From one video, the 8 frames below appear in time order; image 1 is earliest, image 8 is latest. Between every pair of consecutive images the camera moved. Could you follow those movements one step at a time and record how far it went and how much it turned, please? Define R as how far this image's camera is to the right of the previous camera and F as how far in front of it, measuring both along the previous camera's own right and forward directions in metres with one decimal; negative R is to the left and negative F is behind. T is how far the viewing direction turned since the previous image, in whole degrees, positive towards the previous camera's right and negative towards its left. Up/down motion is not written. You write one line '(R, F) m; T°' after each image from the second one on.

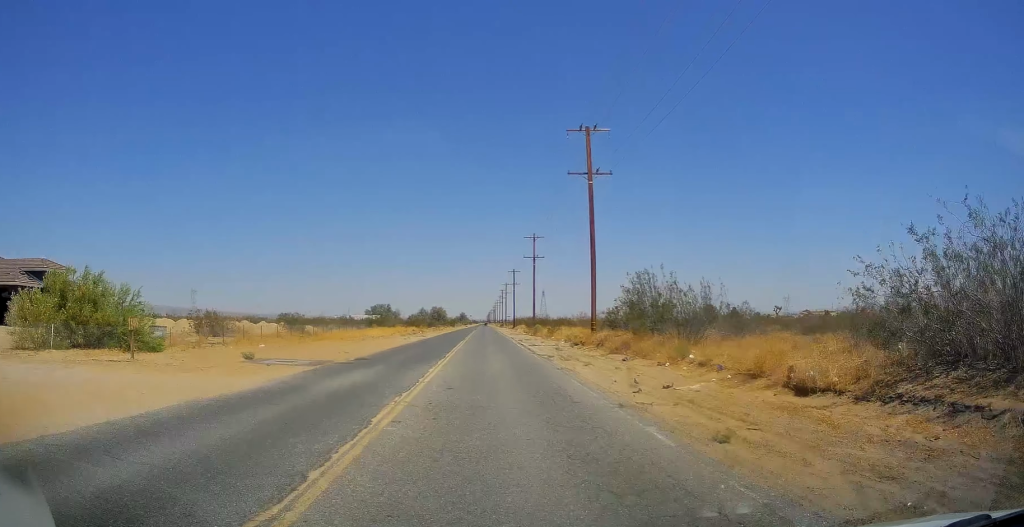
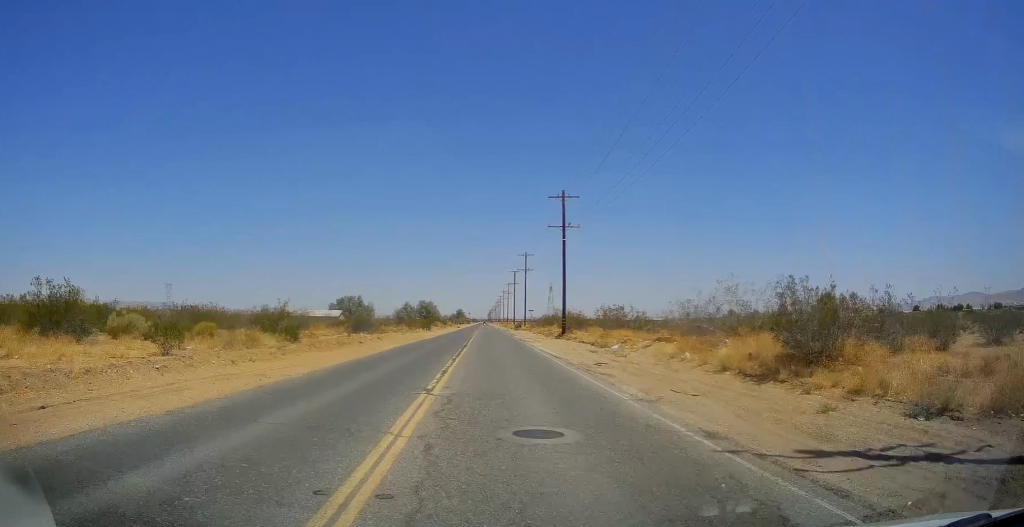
(0.0, +87.3) m; 0°
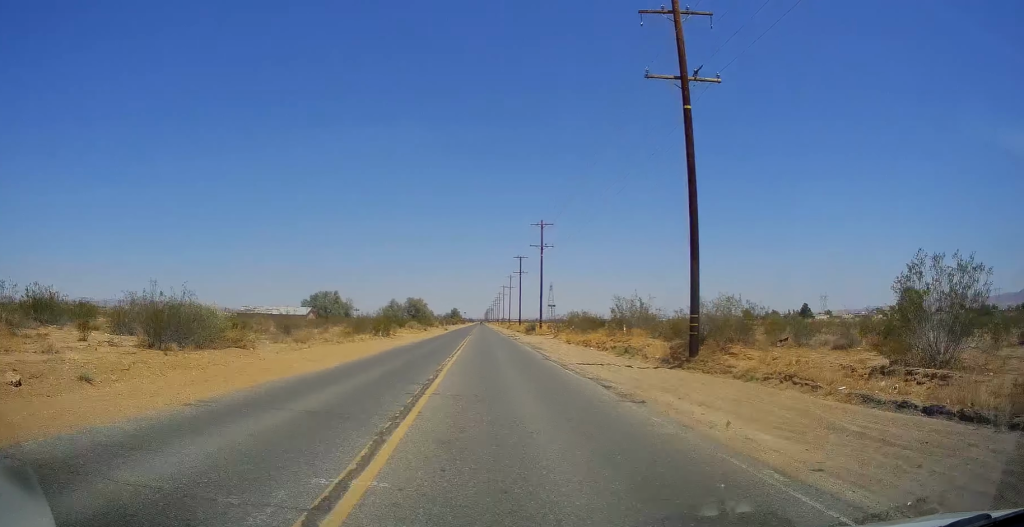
(0.0, +38.2) m; 0°
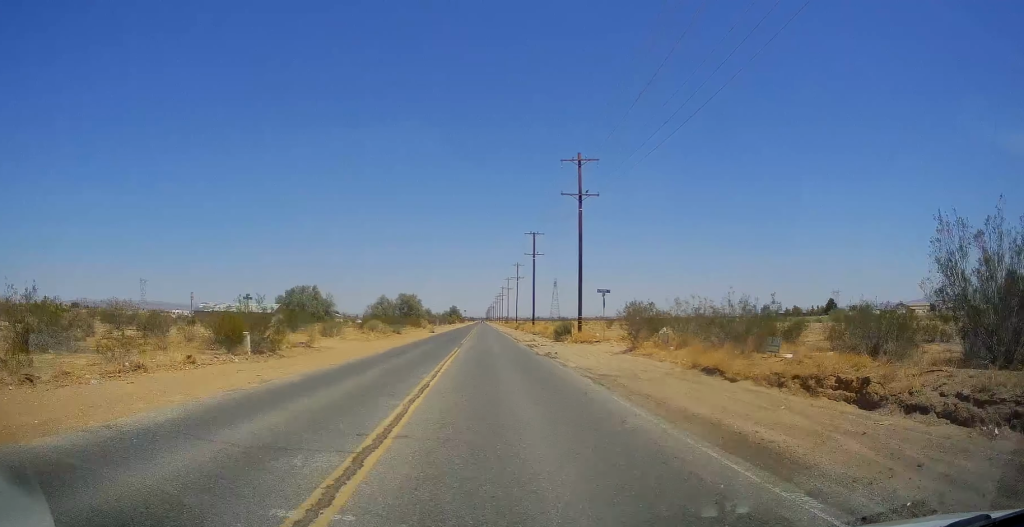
(0.0, +31.5) m; 0°
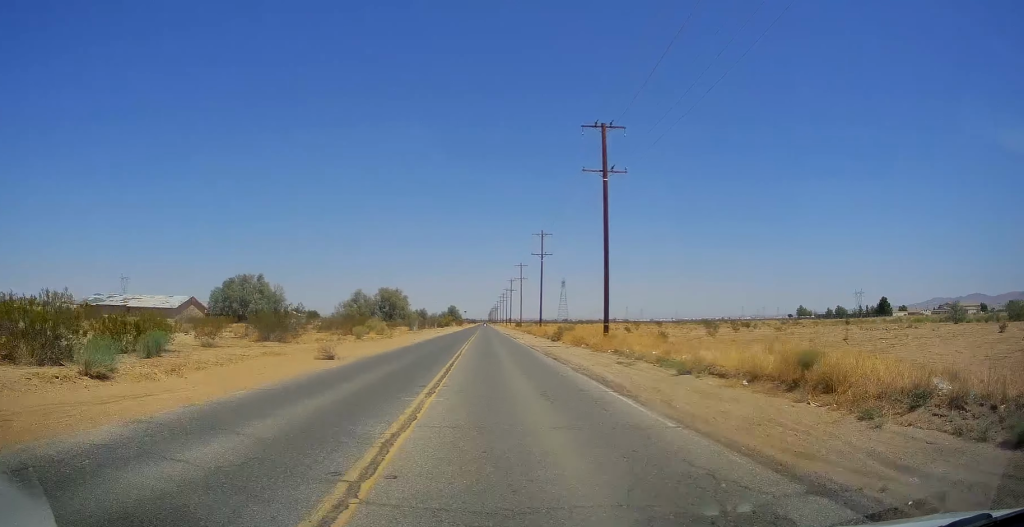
(0.0, +54.8) m; 0°
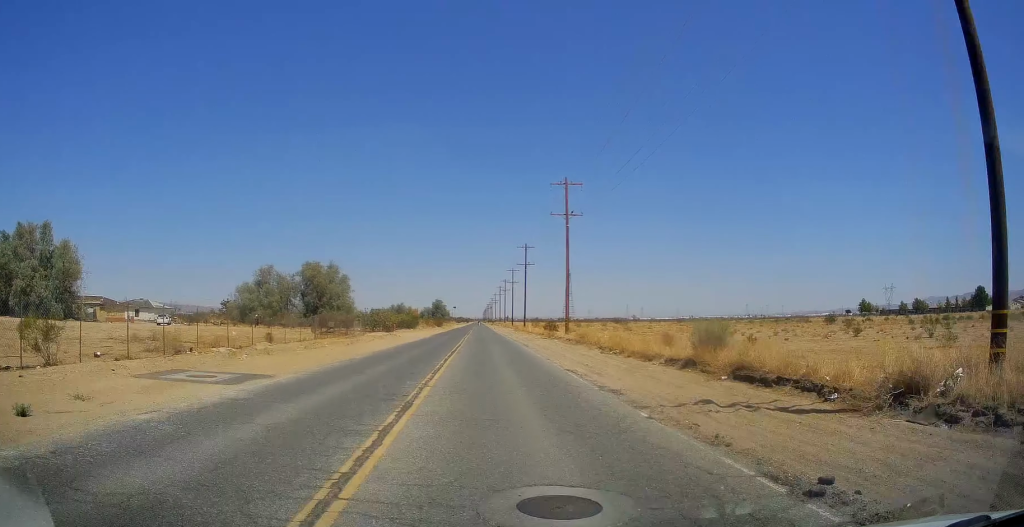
(0.0, +79.5) m; 0°
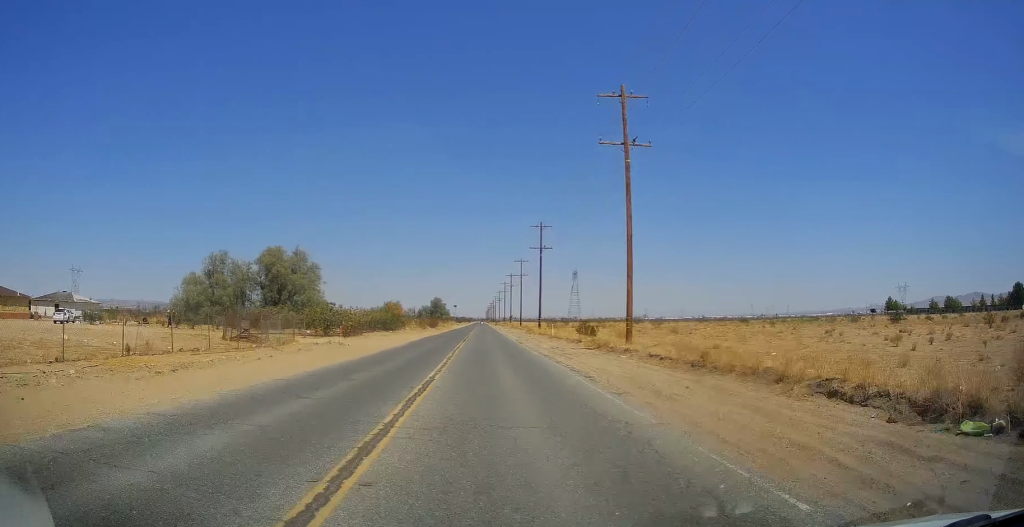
(0.0, +24.4) m; 0°
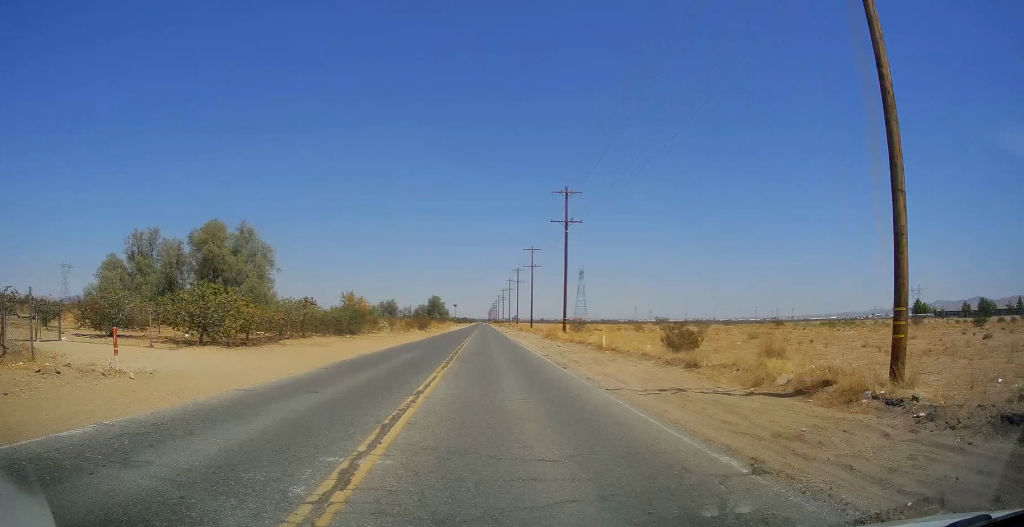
(0.0, +22.6) m; 0°
